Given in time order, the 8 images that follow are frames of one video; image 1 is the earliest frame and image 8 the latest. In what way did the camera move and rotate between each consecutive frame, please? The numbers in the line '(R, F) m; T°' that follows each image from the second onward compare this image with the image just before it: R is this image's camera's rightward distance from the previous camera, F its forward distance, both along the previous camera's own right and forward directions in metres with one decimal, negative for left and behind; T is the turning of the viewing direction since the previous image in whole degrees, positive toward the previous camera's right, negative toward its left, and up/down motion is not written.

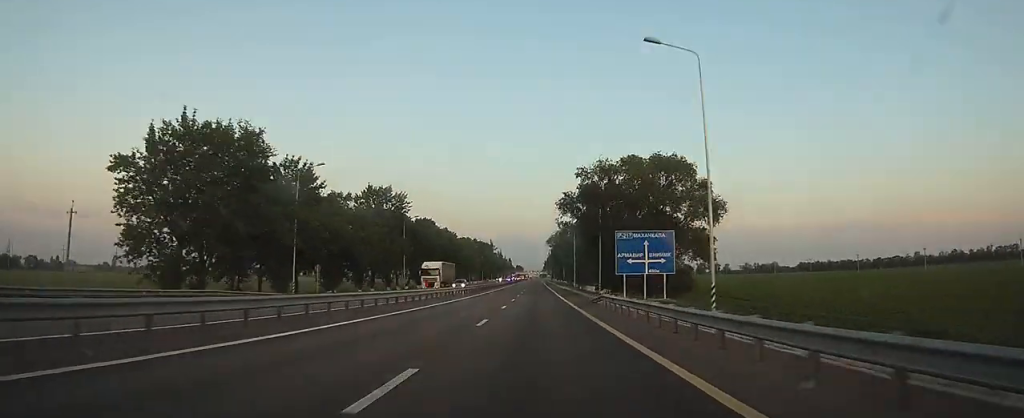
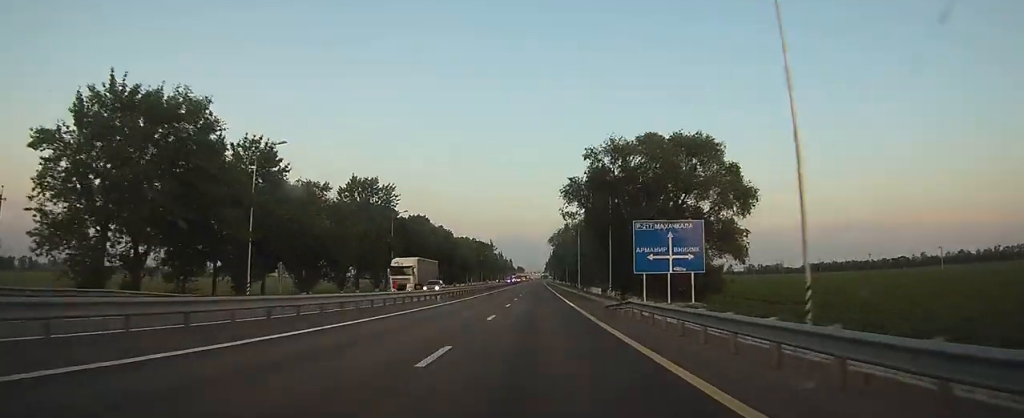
(0.0, +8.7) m; 0°
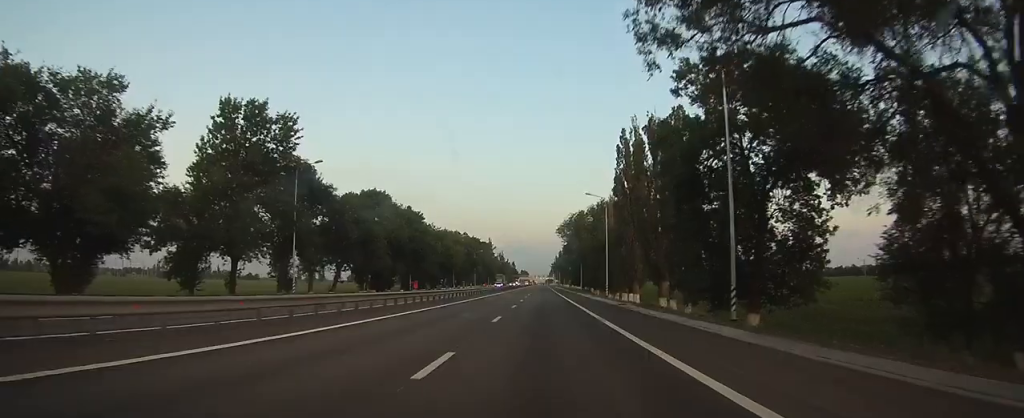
(-0.1, +37.1) m; 0°
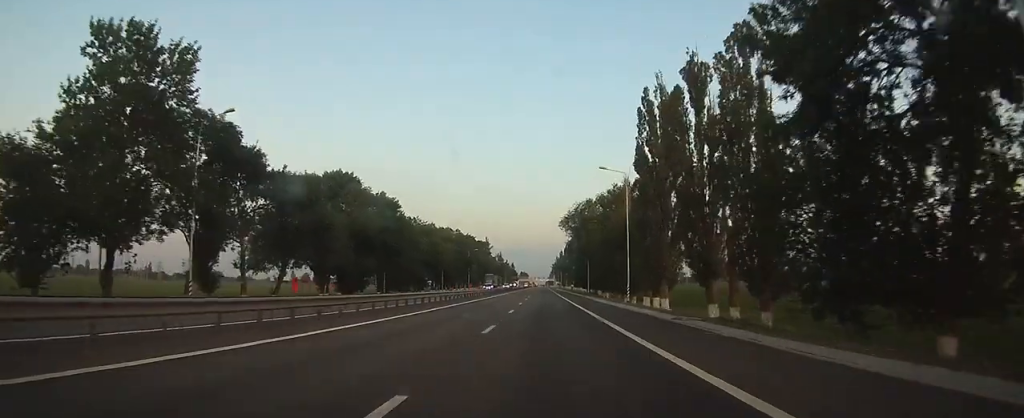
(0.0, +16.0) m; 0°
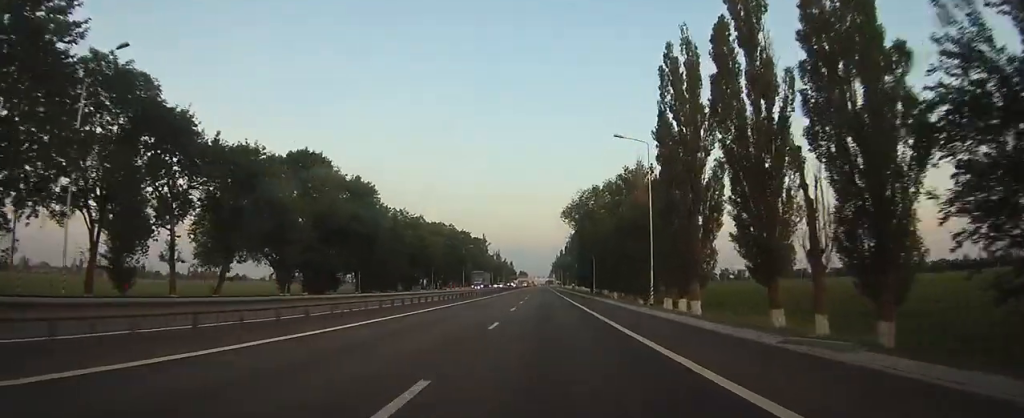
(0.0, +10.9) m; 0°
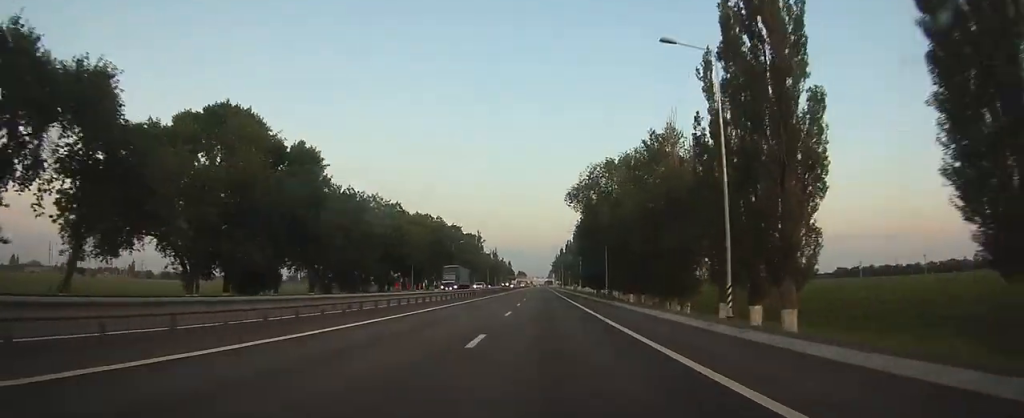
(0.0, +16.8) m; 0°
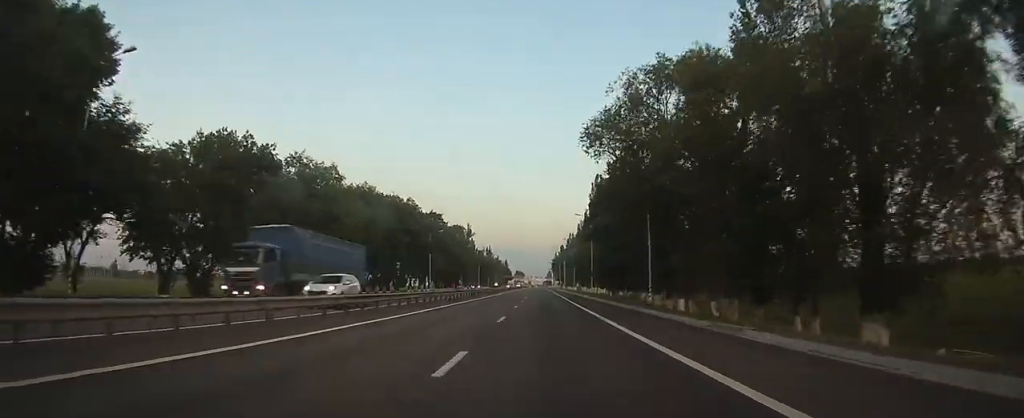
(0.0, +27.7) m; 0°
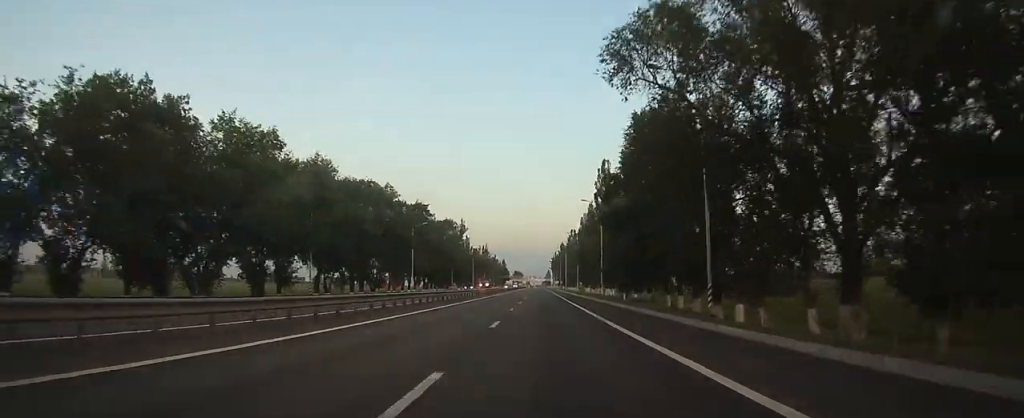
(0.0, +14.6) m; 0°
